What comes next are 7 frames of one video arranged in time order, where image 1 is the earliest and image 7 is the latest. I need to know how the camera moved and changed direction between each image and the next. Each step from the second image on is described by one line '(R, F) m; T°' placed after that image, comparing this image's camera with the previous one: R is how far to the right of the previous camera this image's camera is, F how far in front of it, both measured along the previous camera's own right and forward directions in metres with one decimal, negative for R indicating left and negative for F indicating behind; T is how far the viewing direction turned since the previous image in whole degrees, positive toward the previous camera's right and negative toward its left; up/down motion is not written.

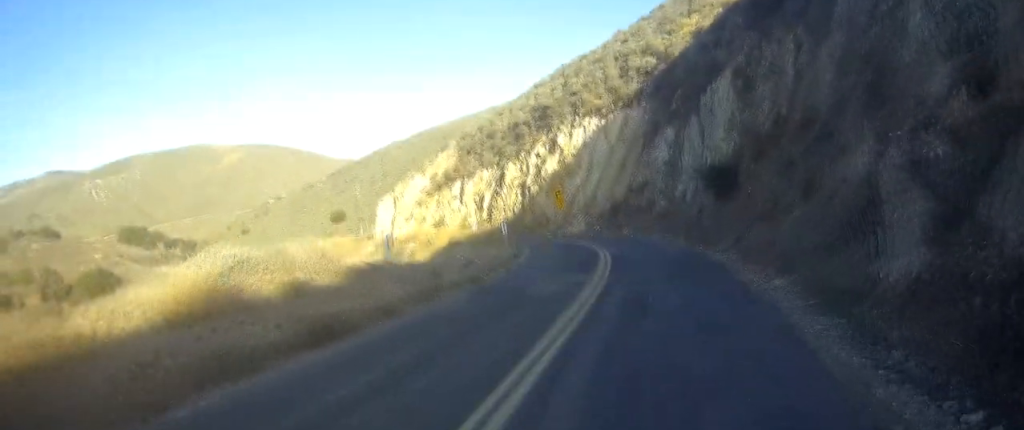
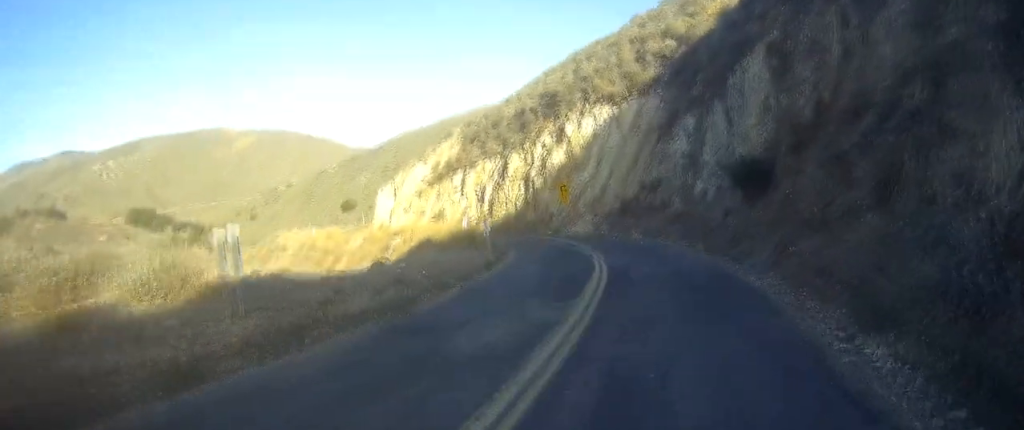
(-0.2, +6.0) m; -4°
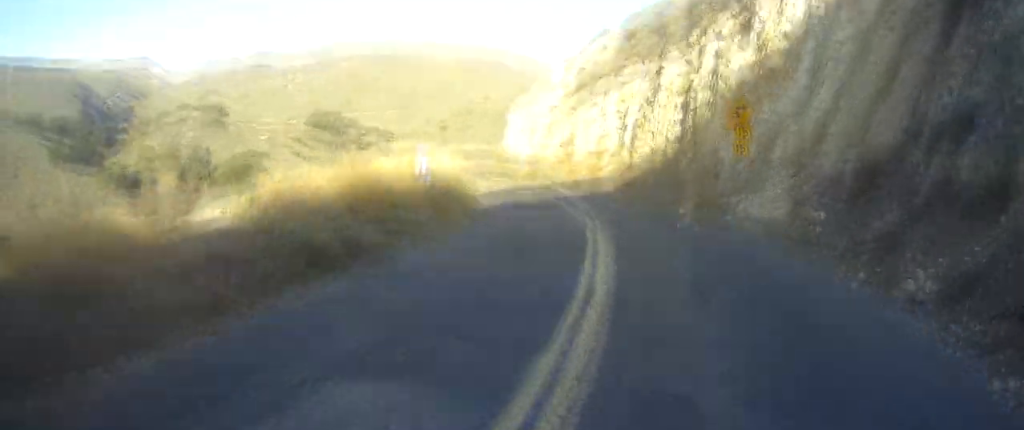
(-3.4, +28.3) m; -21°
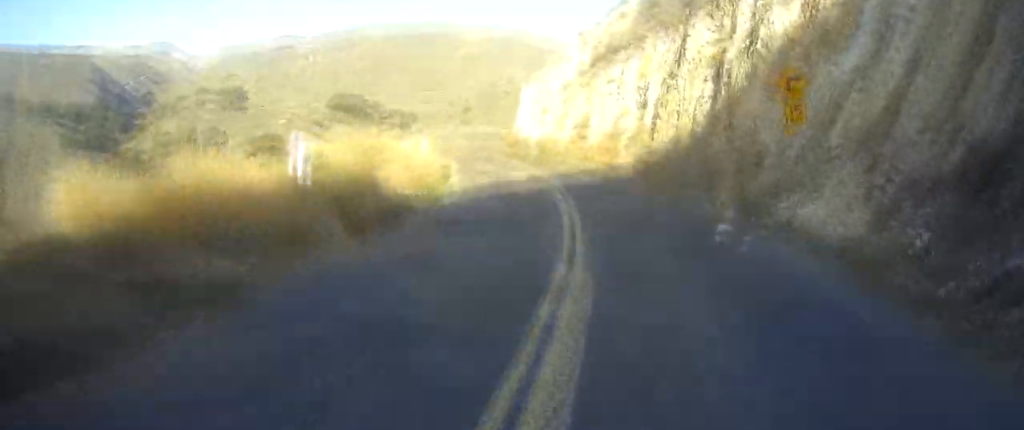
(-0.8, +6.5) m; -6°
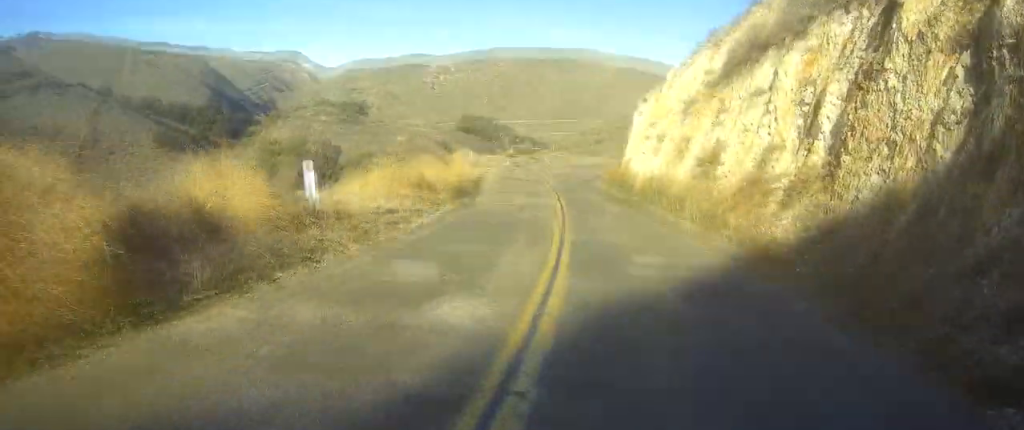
(-1.7, +17.9) m; -8°
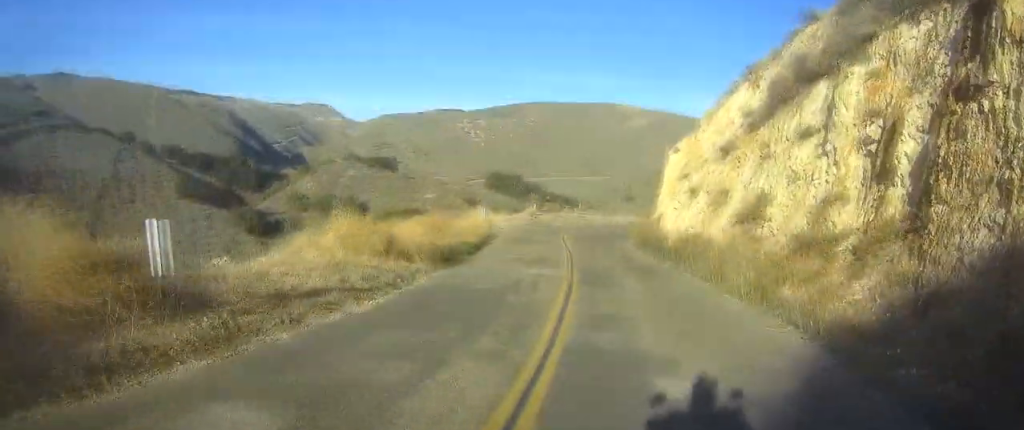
(0.0, +5.1) m; -1°
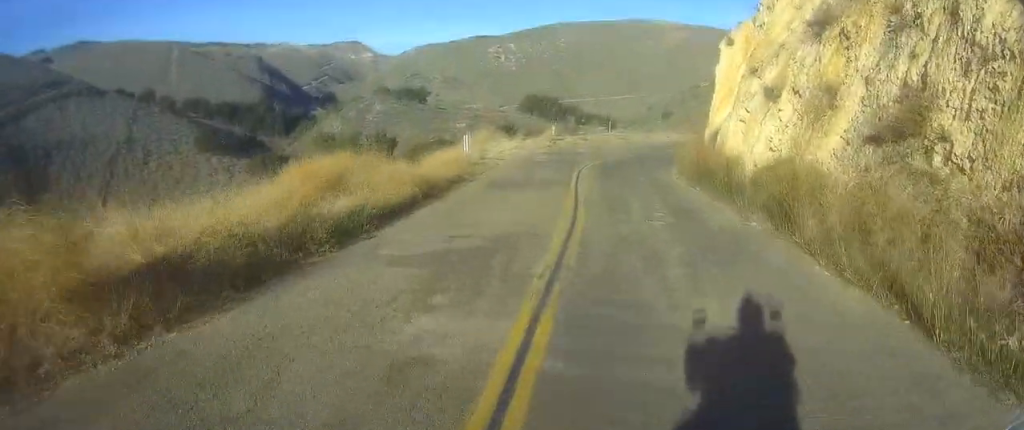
(-0.2, +12.2) m; -1°
